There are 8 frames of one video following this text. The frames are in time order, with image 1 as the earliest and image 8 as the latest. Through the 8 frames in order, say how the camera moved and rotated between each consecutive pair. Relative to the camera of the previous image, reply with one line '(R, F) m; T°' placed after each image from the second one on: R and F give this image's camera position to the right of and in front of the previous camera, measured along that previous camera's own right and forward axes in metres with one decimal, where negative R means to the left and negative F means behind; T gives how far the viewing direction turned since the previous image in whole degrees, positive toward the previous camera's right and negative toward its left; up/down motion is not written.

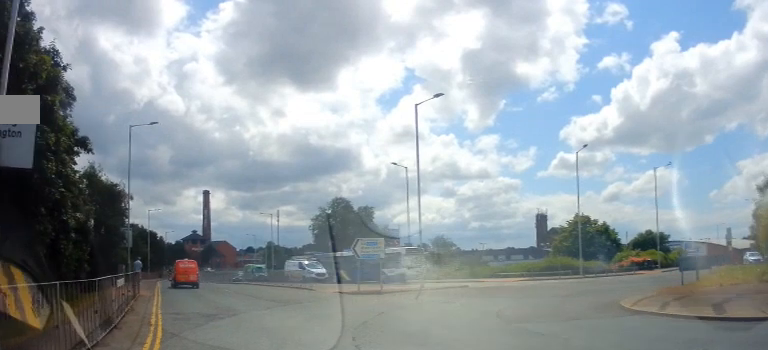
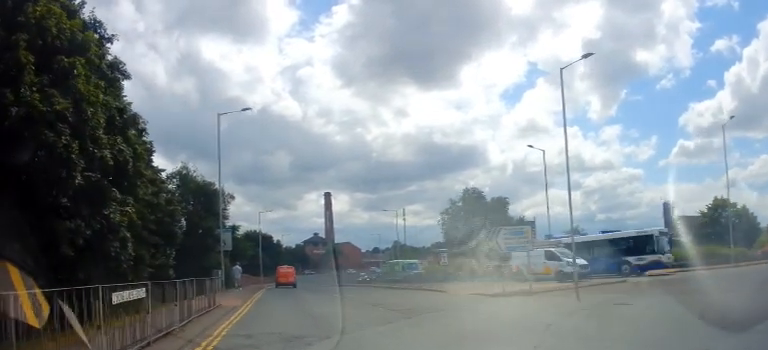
(-0.5, +3.9) m; -11°
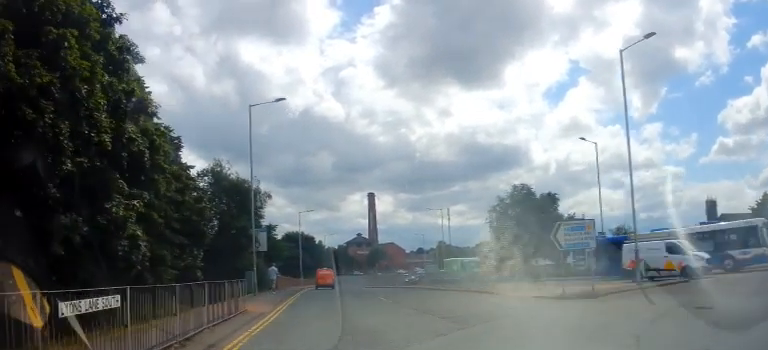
(0.0, +1.6) m; -2°
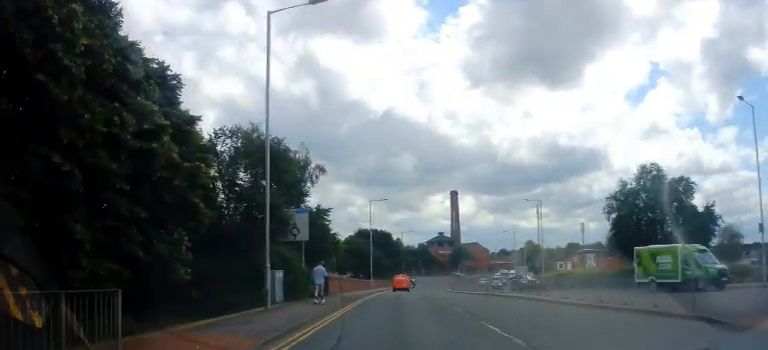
(-0.4, +9.6) m; -5°
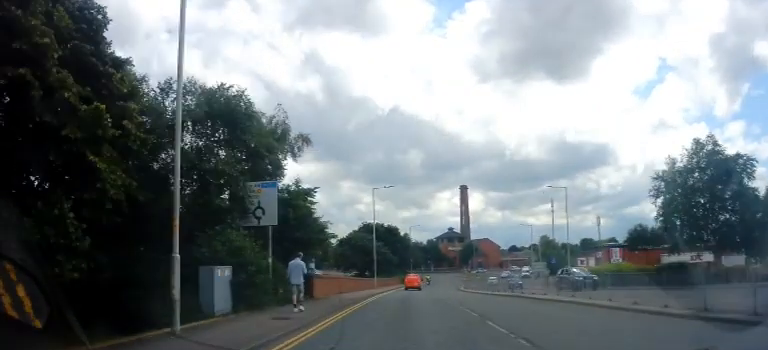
(-0.1, +5.5) m; -2°
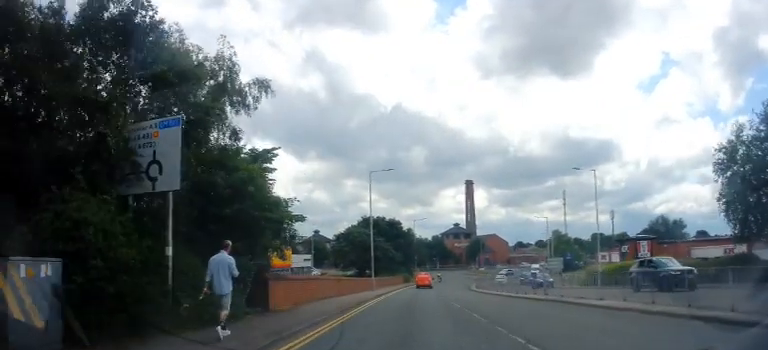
(-0.1, +6.1) m; -1°
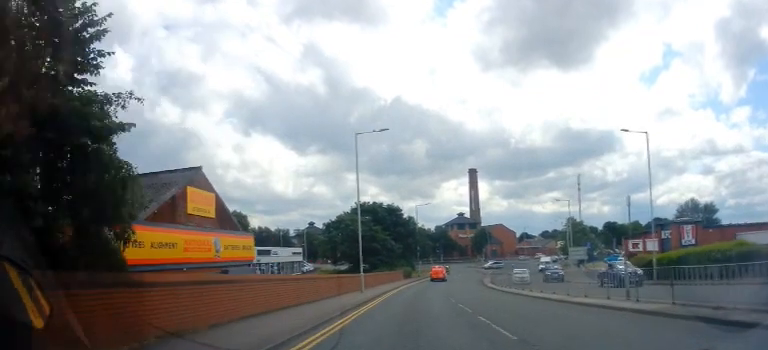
(0.0, +9.2) m; 0°
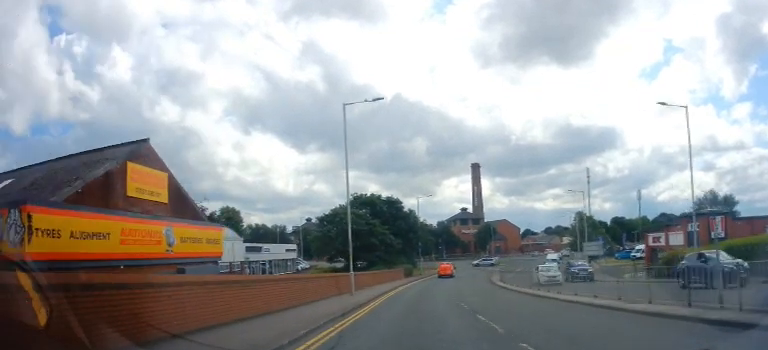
(0.0, +4.8) m; 0°
